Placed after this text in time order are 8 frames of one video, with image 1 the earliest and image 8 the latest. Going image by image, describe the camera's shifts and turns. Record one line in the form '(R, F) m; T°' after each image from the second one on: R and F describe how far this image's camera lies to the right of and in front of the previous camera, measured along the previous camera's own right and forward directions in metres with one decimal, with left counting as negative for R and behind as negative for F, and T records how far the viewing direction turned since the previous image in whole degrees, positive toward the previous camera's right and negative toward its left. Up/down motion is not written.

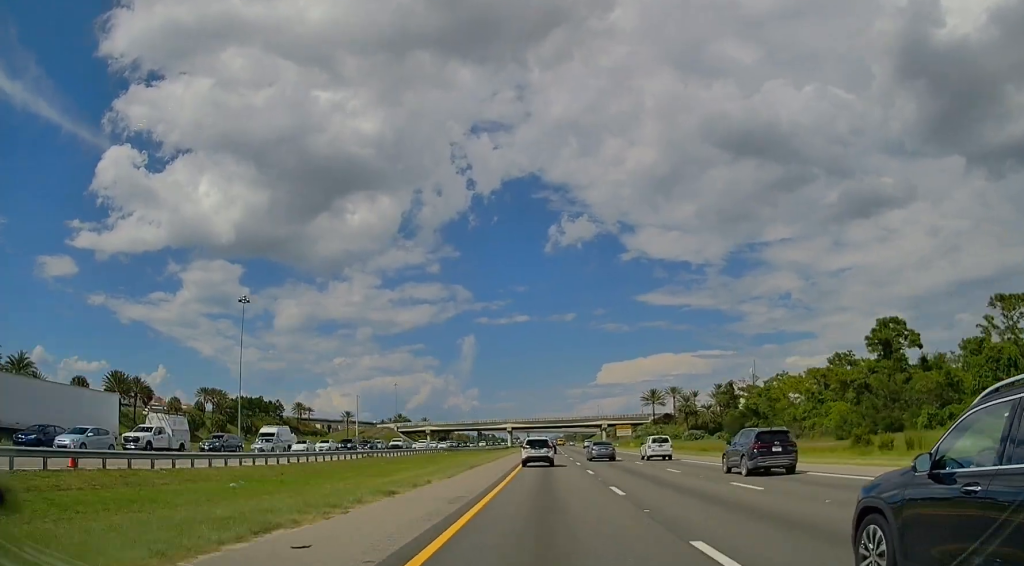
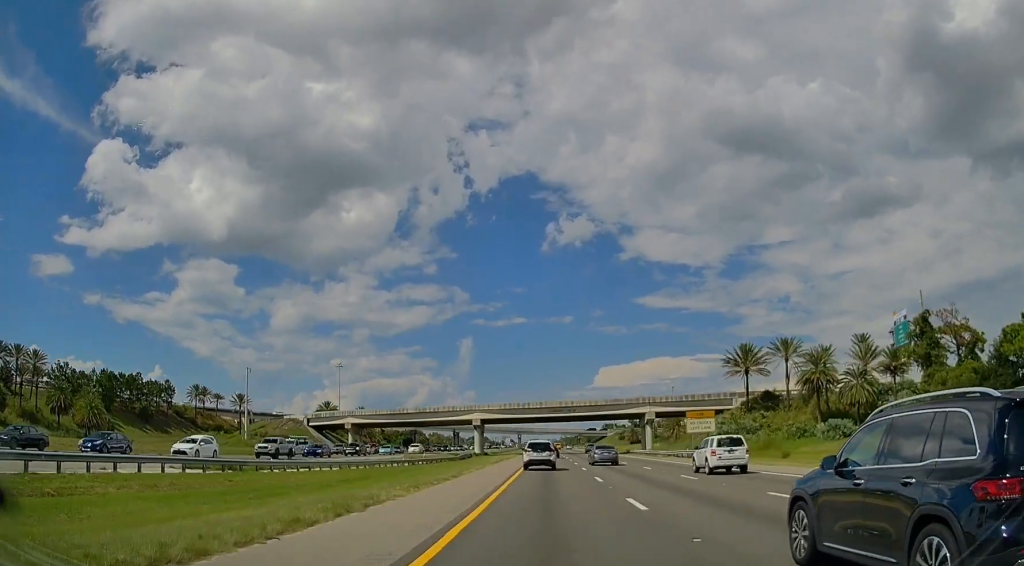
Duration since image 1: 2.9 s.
(+0.5, +92.2) m; +1°
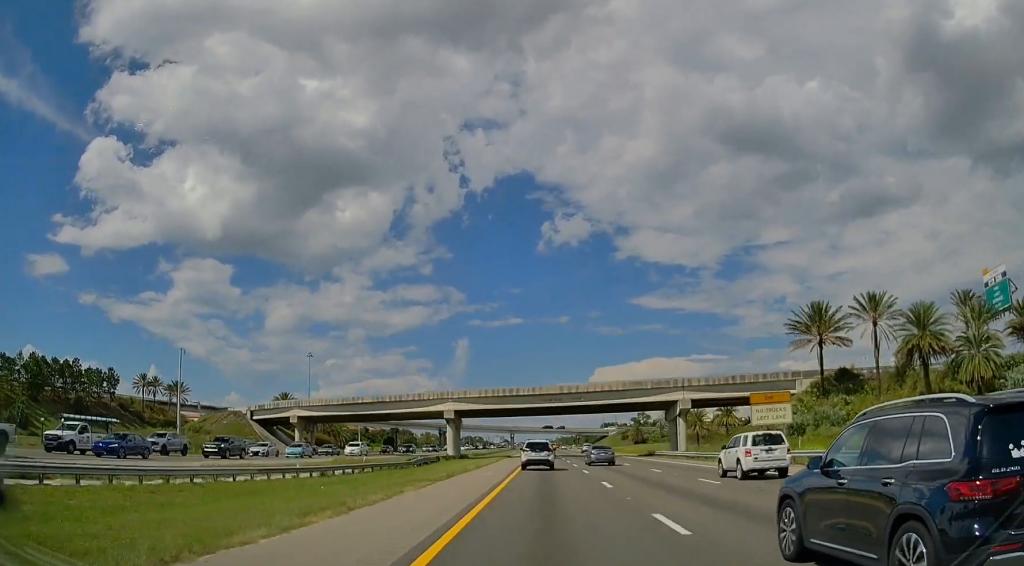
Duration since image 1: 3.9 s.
(0.0, +29.5) m; 0°
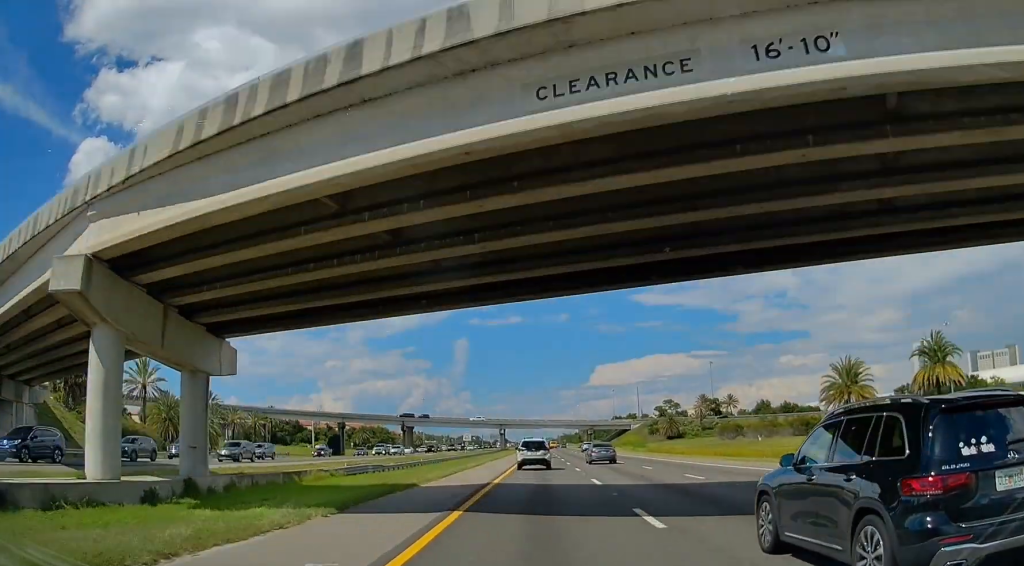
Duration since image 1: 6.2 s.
(+0.3, +74.3) m; 0°
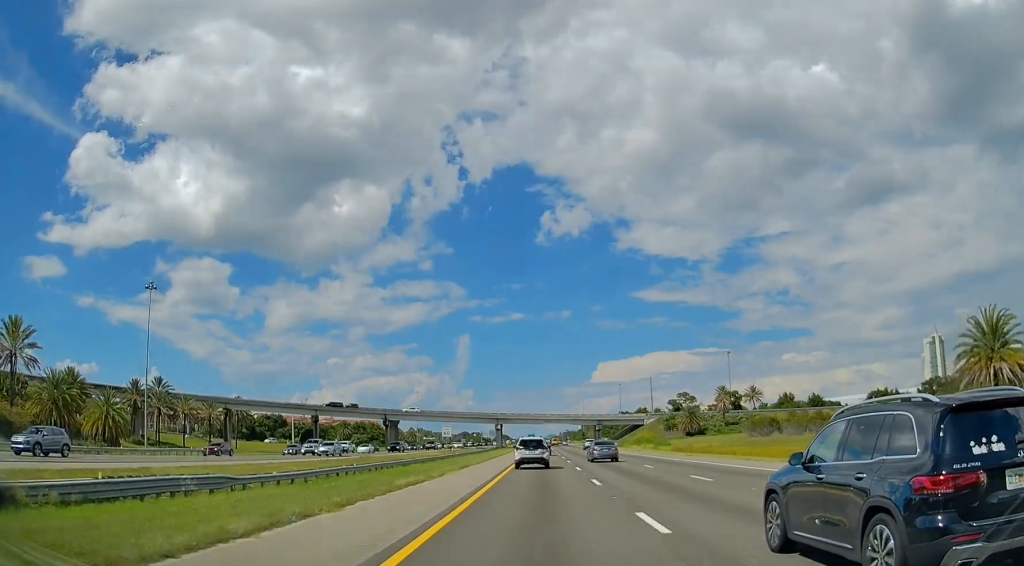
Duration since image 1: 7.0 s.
(-0.1, +25.7) m; 0°
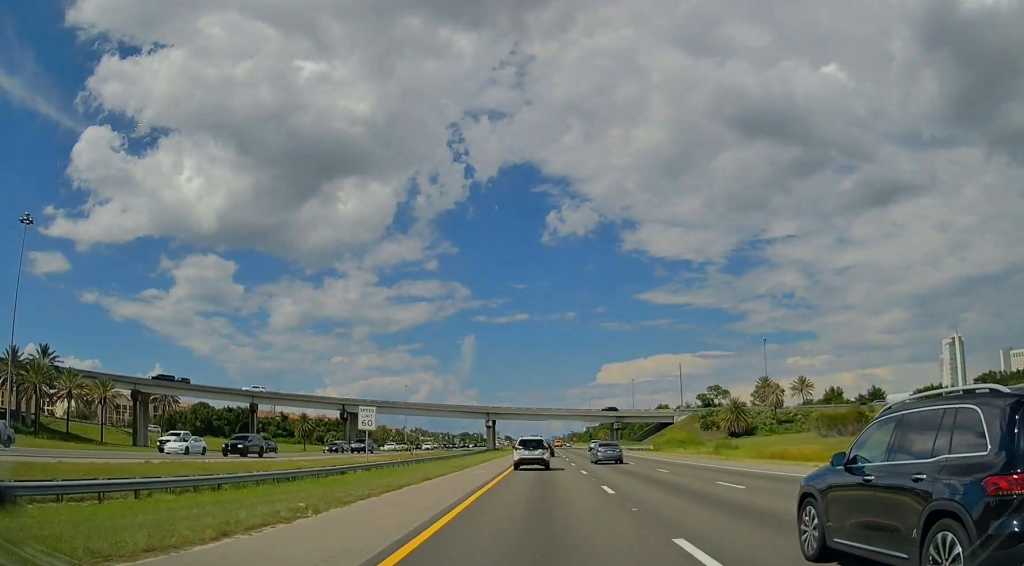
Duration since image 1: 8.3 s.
(-0.1, +40.6) m; 0°
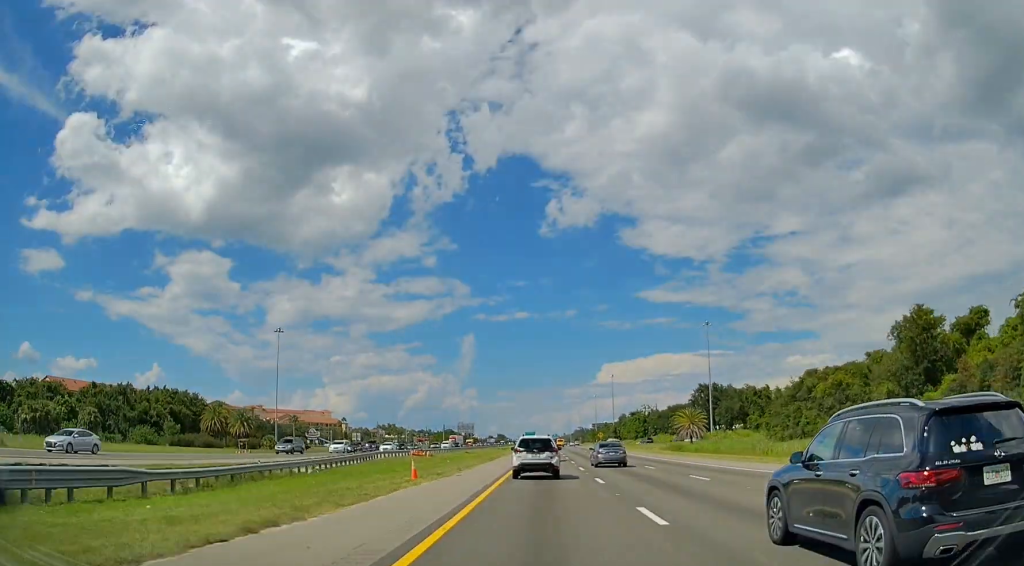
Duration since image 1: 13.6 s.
(0.0, +169.1) m; 0°
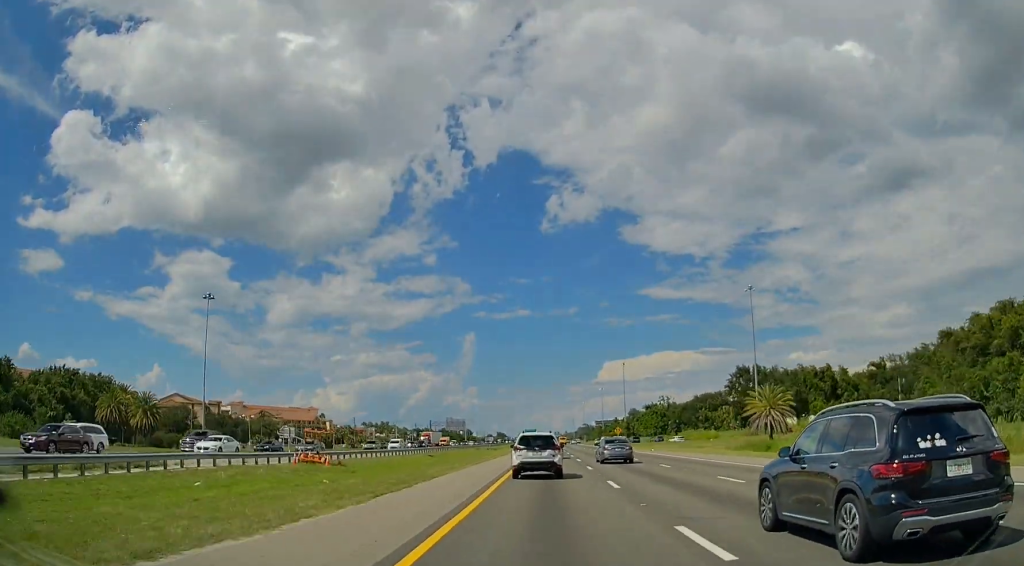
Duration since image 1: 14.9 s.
(-0.2, +41.2) m; 0°
